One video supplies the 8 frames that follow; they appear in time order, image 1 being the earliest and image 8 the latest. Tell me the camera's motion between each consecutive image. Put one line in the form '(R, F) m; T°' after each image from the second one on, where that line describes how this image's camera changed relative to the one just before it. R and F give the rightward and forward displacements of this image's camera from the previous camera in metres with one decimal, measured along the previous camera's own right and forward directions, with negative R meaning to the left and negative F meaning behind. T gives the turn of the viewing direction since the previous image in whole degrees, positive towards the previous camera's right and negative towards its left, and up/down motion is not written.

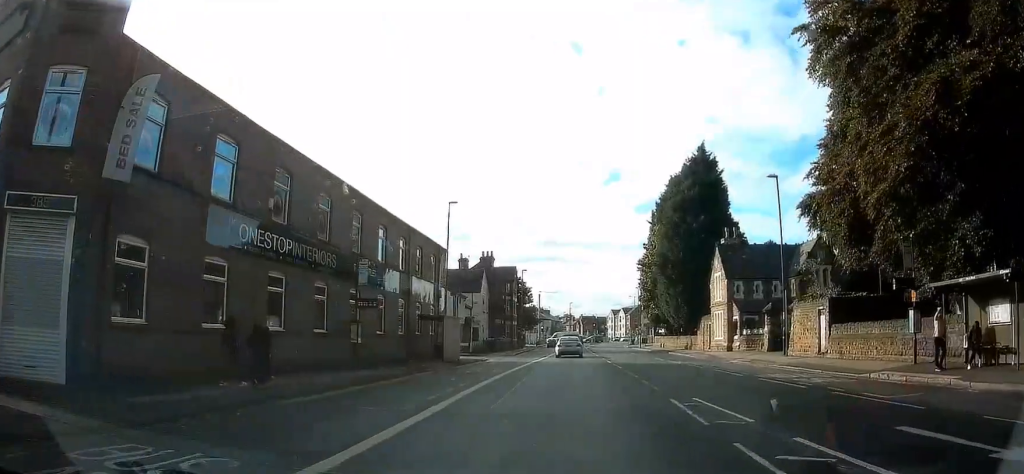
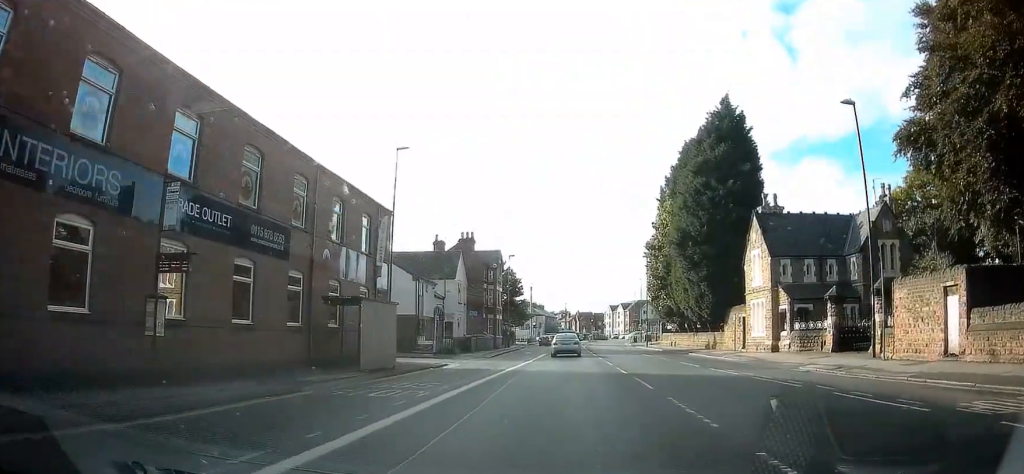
(+0.1, +12.3) m; +1°
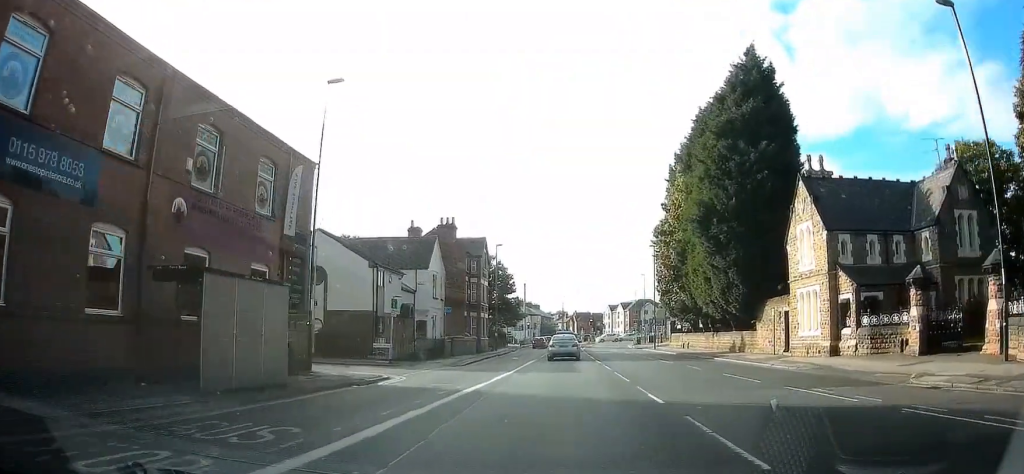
(0.0, +9.2) m; 0°
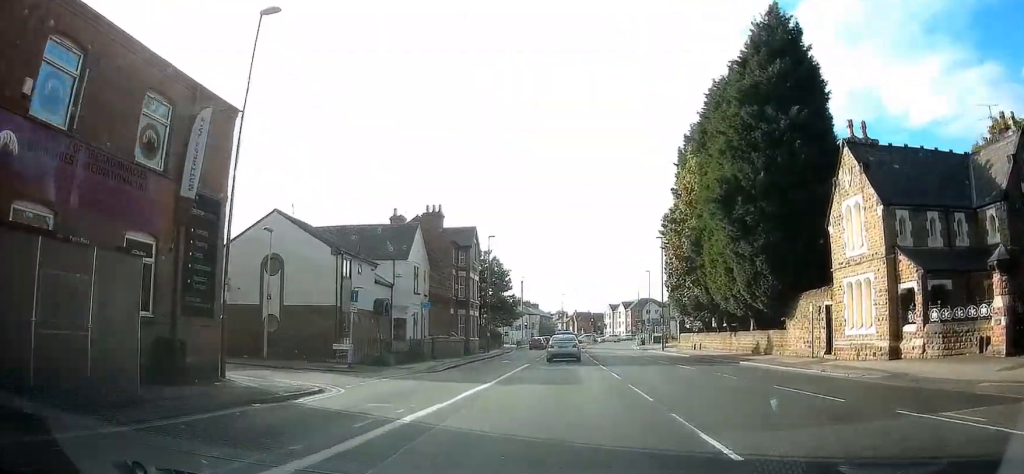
(-0.1, +5.8) m; 0°
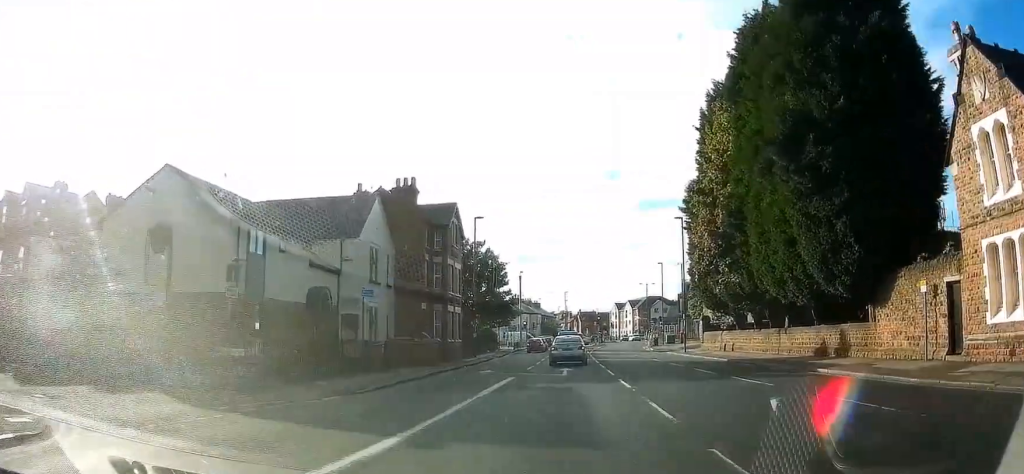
(+0.2, +9.4) m; +1°
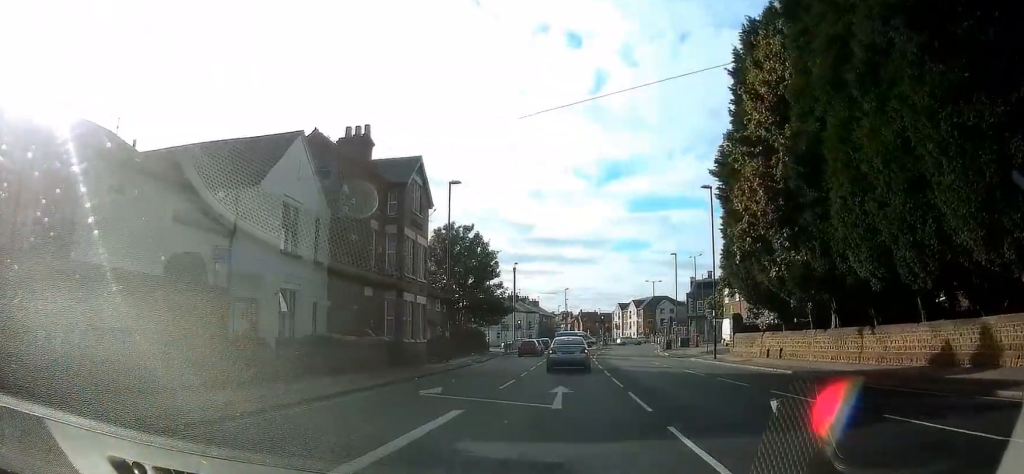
(0.0, +10.2) m; -1°
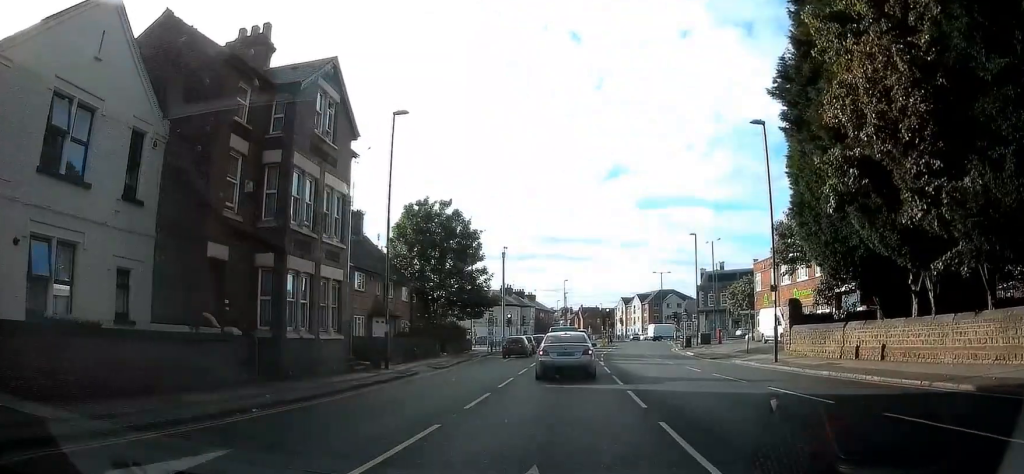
(-0.2, +11.7) m; -1°
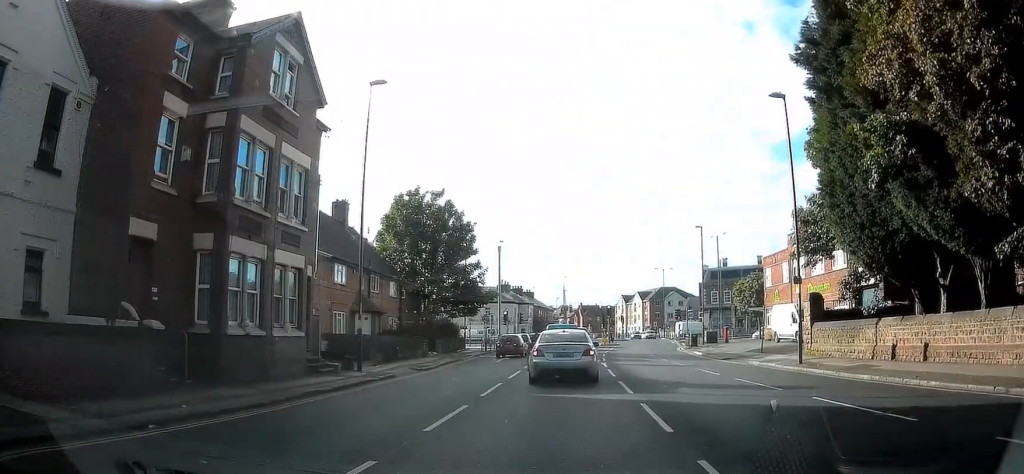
(0.0, +2.9) m; -1°
